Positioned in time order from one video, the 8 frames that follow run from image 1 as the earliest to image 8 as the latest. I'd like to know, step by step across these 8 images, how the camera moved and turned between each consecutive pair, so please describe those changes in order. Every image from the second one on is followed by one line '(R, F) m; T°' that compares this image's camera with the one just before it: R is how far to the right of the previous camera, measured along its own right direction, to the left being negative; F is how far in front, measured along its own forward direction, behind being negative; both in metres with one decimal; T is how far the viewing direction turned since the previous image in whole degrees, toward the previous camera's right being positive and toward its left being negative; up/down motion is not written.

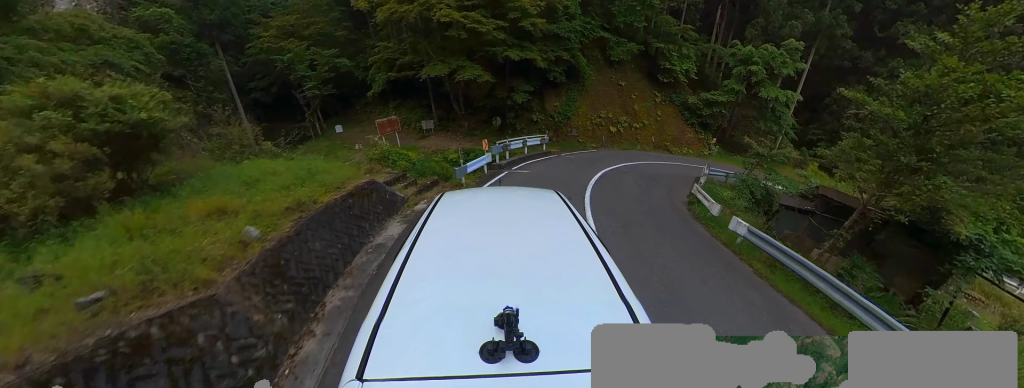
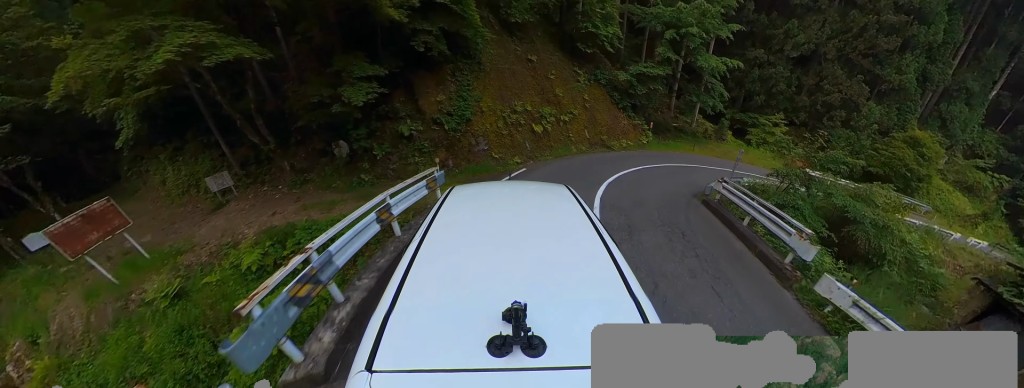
(+1.0, +9.2) m; +26°
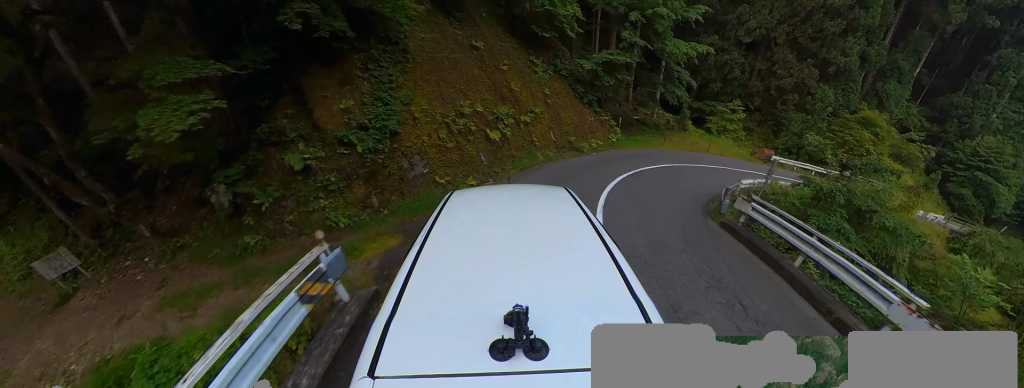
(-0.1, +3.2) m; +18°
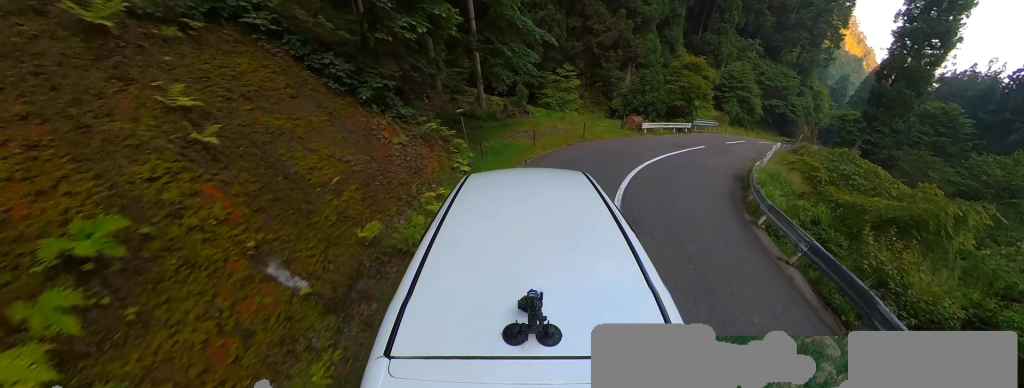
(+6.8, +11.2) m; +62°
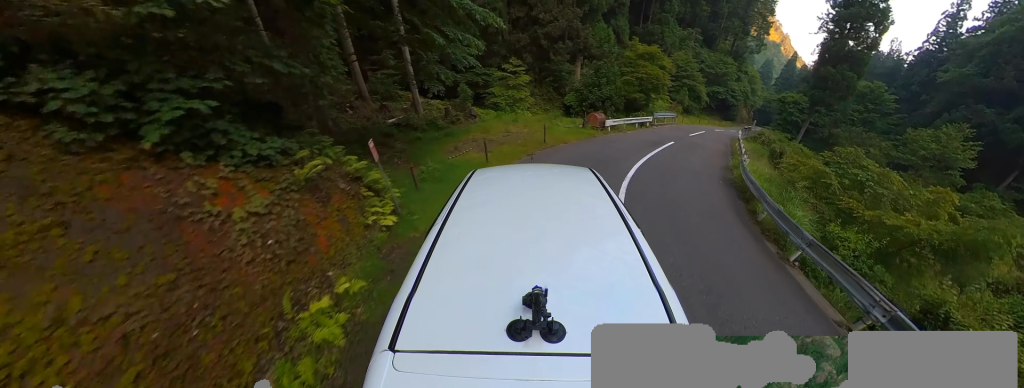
(+1.2, +3.8) m; +9°
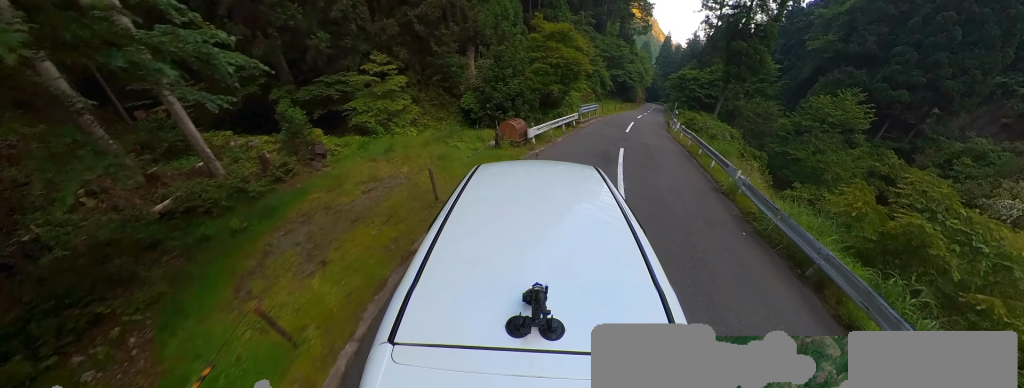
(+1.7, +8.5) m; +13°
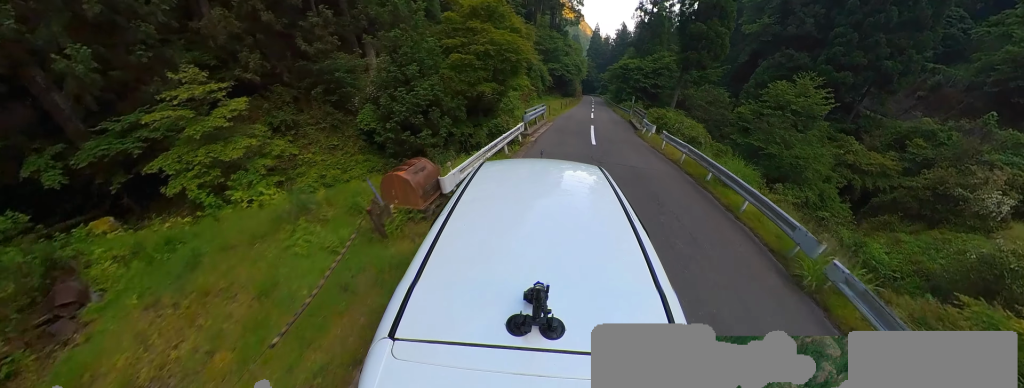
(-0.2, +7.1) m; +7°
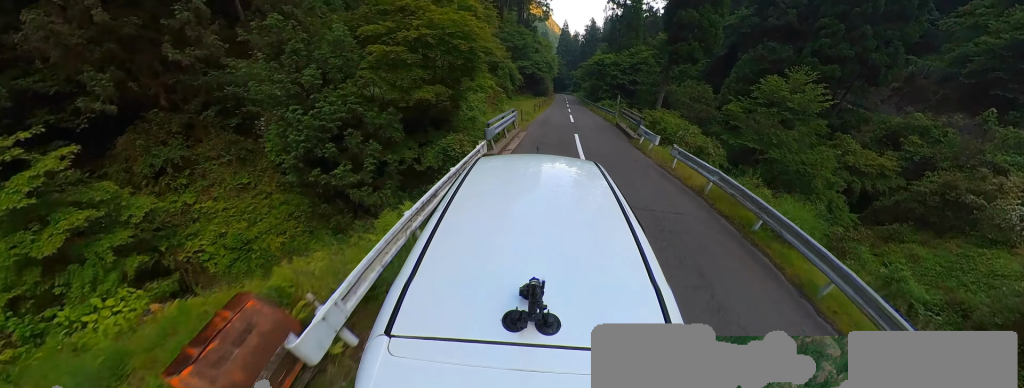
(+0.9, +4.4) m; +4°
